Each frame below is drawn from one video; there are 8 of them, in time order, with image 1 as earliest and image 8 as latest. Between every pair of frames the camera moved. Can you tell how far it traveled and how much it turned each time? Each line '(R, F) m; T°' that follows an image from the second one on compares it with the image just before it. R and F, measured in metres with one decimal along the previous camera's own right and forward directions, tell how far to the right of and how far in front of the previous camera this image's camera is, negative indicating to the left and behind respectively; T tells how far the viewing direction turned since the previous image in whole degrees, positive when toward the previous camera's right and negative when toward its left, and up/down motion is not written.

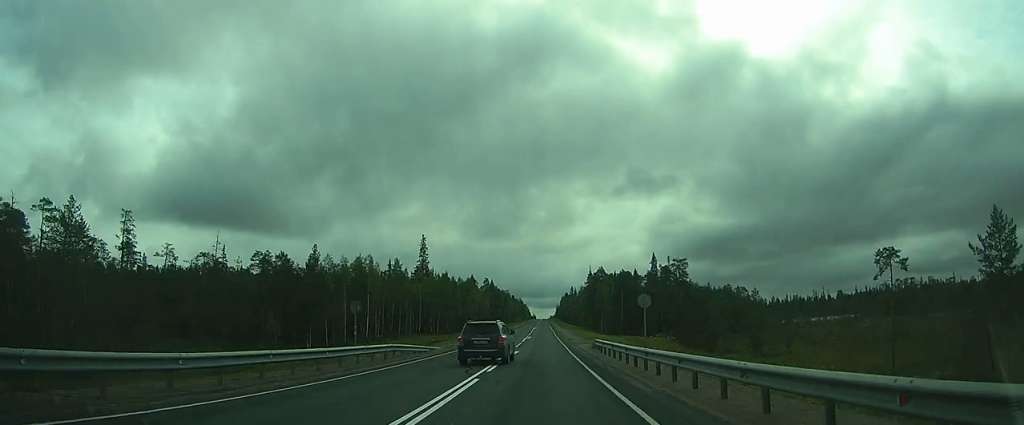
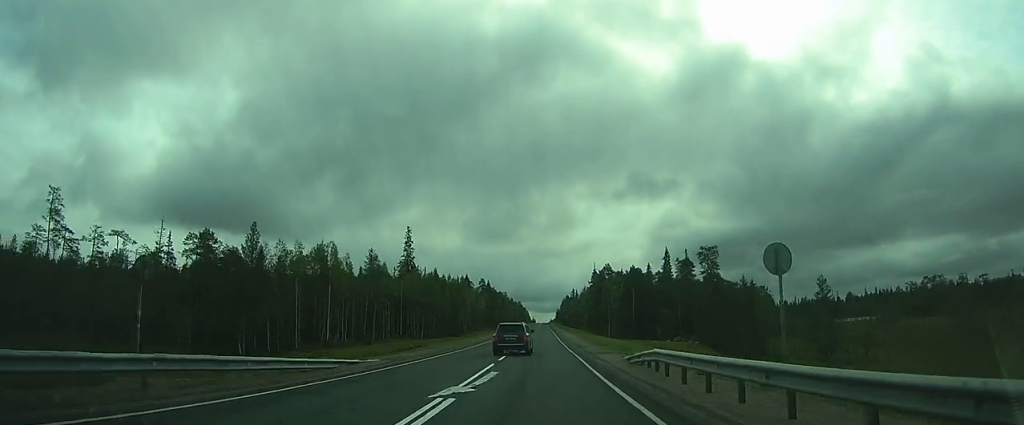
(+0.1, +16.3) m; 0°
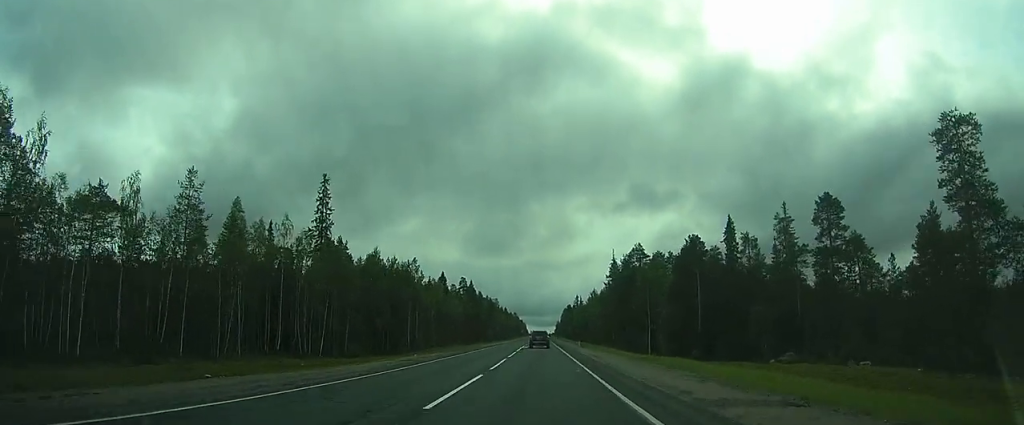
(-0.9, +51.0) m; -2°
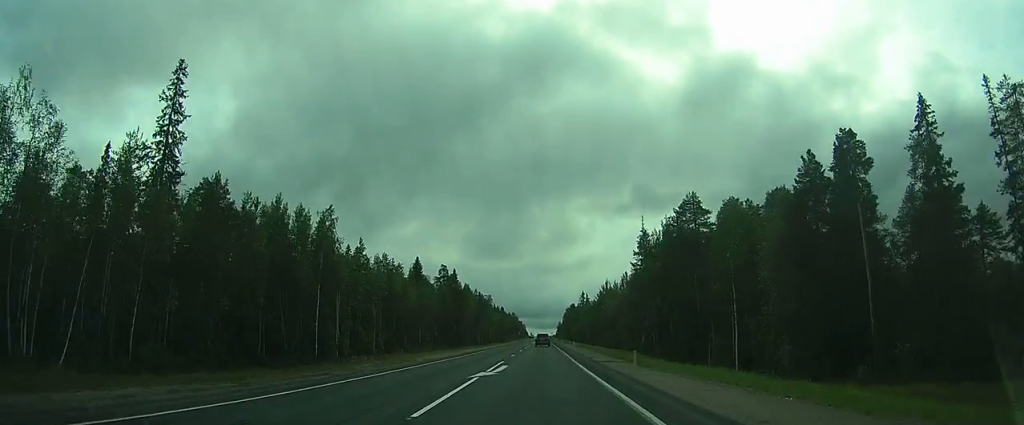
(-0.1, +37.0) m; 0°
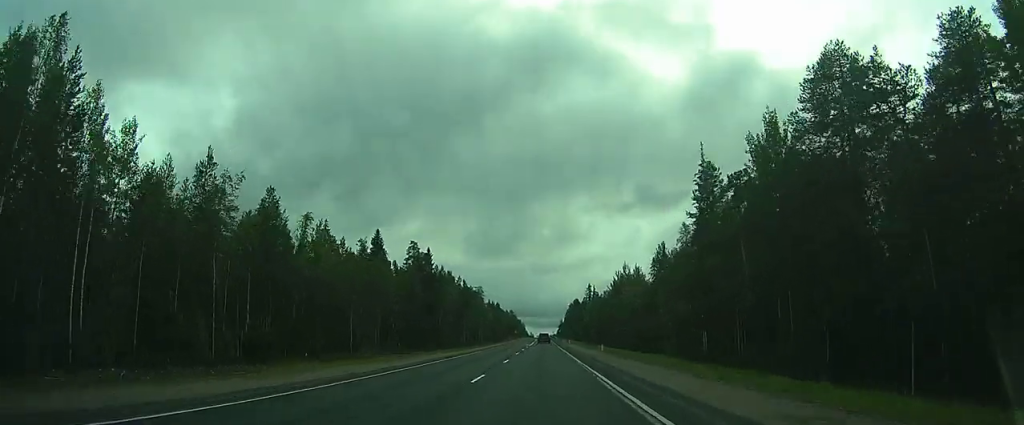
(+0.2, +34.7) m; +1°
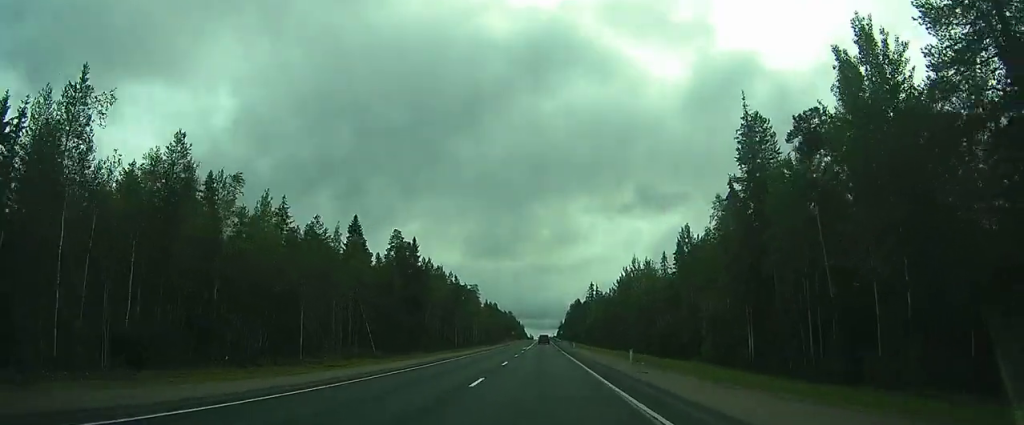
(+0.1, +12.8) m; 0°
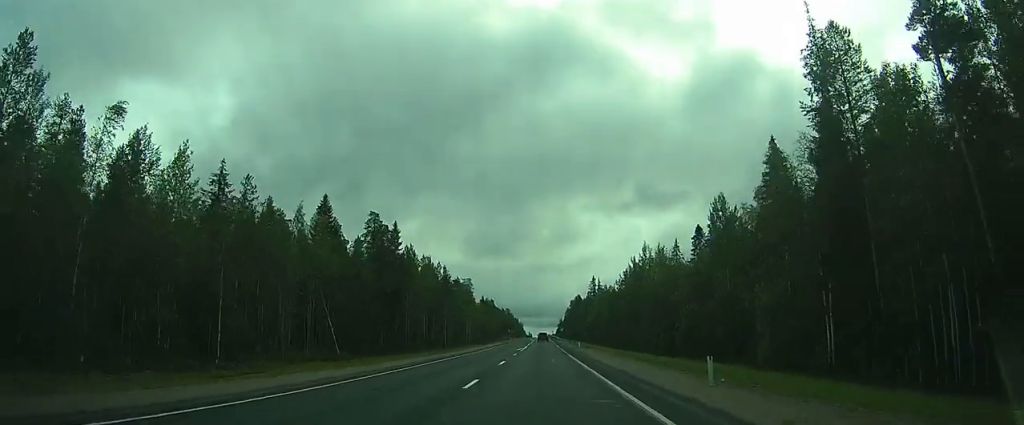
(-0.1, +12.8) m; 0°
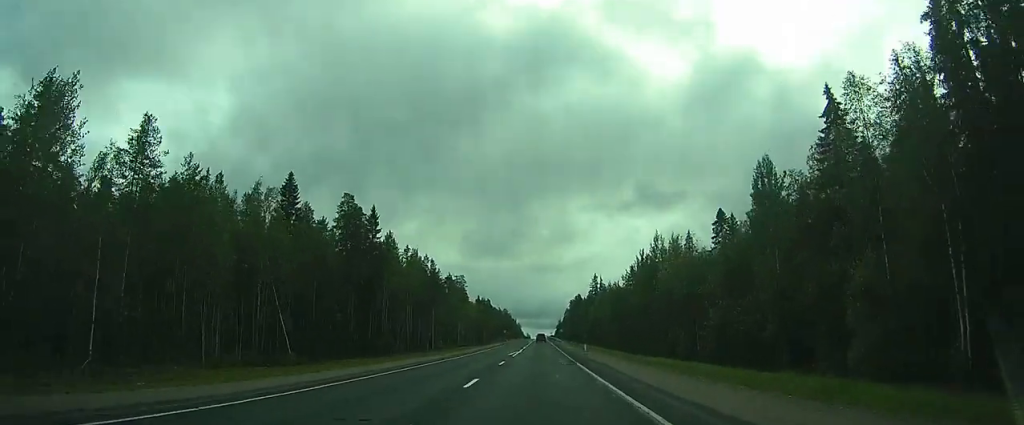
(0.0, +11.3) m; 0°
